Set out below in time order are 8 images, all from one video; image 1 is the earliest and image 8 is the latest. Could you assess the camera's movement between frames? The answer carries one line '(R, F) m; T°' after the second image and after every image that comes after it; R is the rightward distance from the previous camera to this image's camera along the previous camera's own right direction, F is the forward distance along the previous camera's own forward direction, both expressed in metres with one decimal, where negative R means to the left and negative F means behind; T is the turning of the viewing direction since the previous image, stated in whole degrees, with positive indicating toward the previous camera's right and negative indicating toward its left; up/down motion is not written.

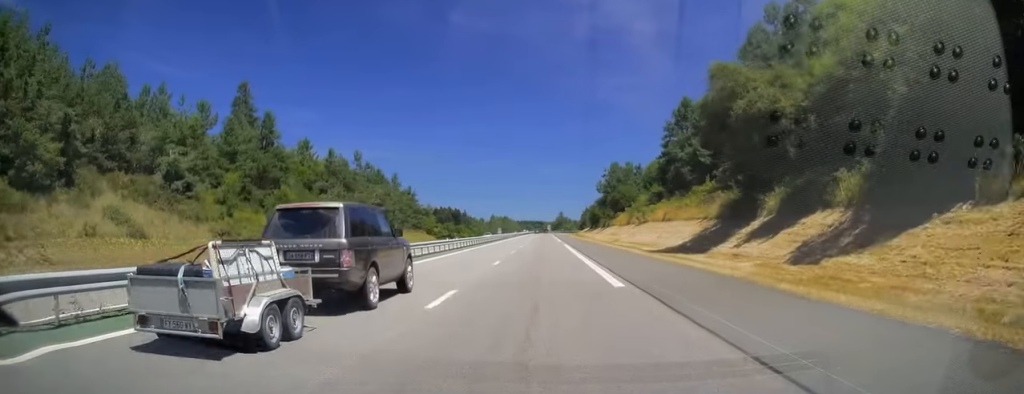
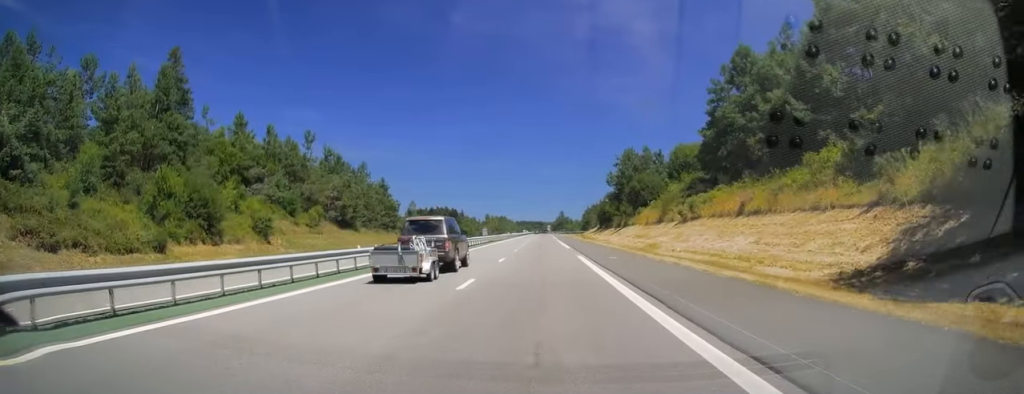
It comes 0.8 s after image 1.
(+0.2, +22.6) m; +1°
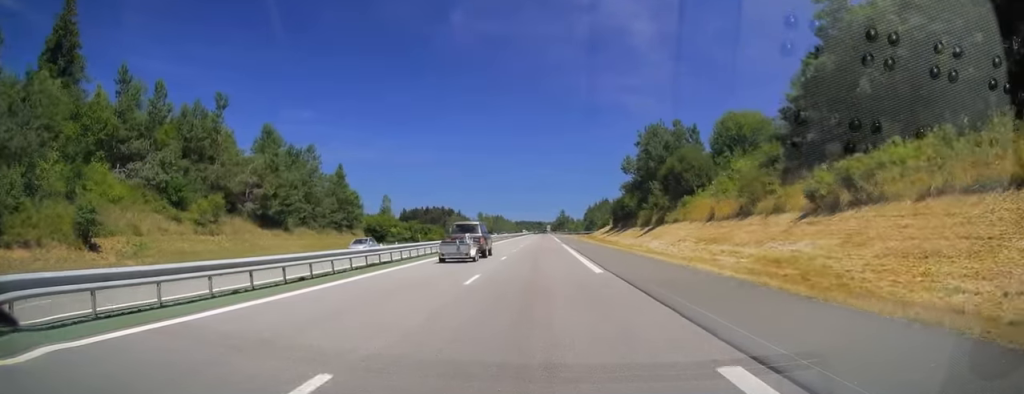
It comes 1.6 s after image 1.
(0.0, +24.4) m; -1°
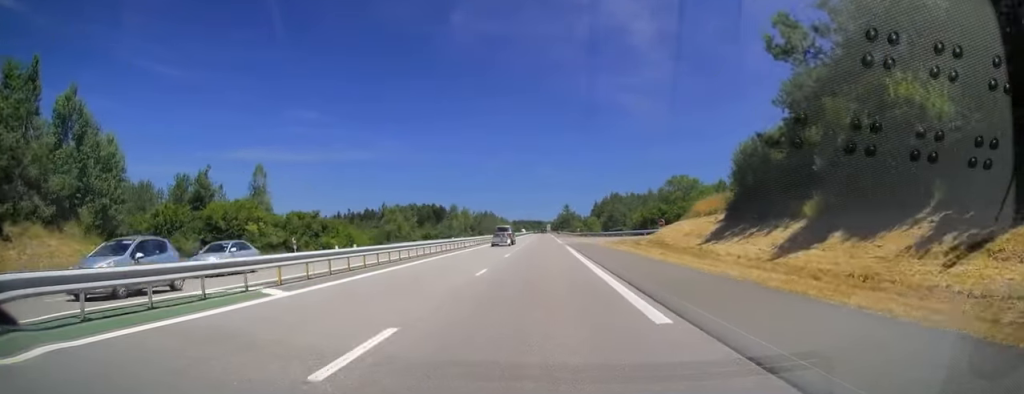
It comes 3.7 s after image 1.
(-0.1, +62.2) m; +1°
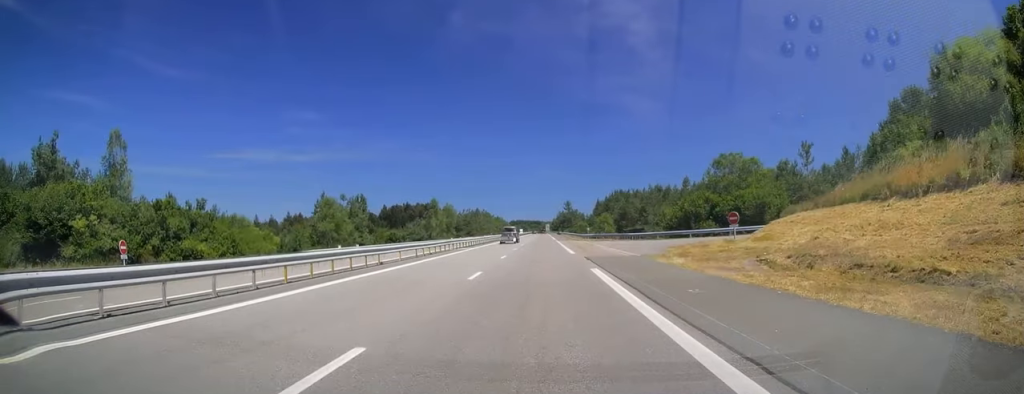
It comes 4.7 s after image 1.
(0.0, +27.4) m; -1°
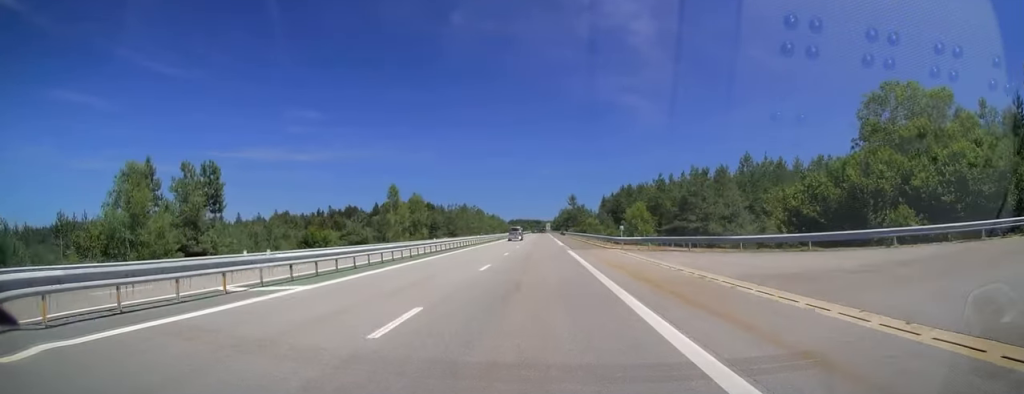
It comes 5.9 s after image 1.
(-0.4, +35.3) m; 0°
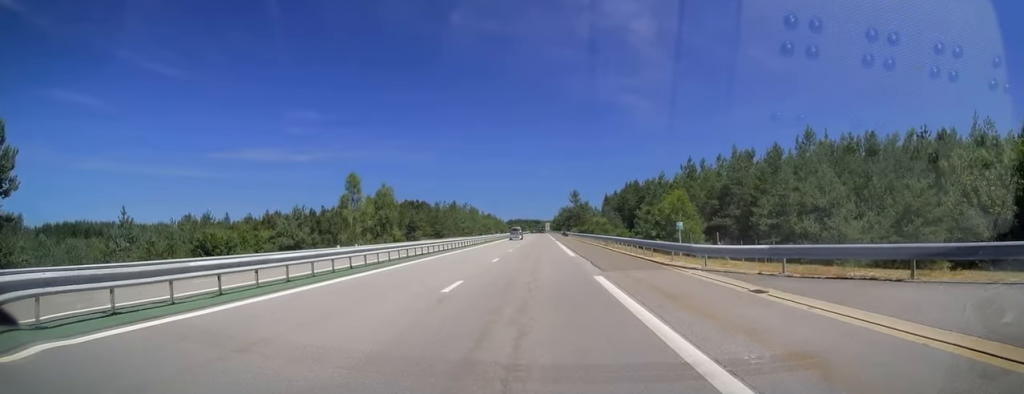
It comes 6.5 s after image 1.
(+0.4, +20.1) m; 0°
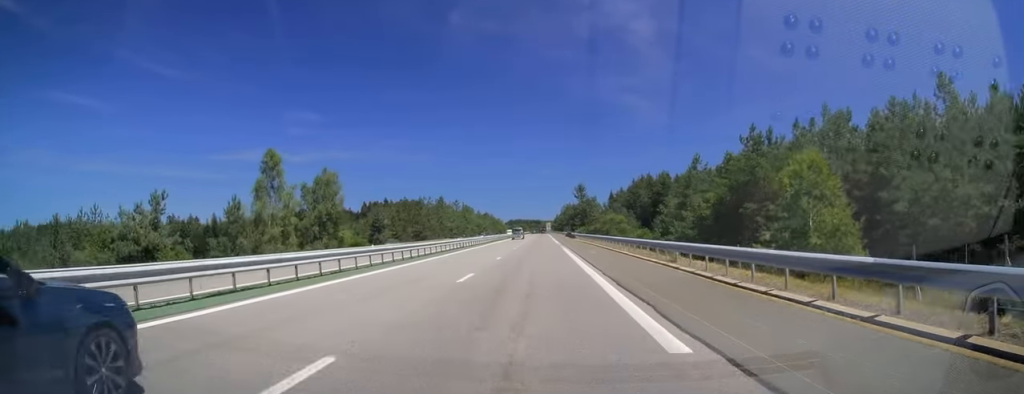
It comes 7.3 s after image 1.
(-0.2, +23.1) m; 0°
